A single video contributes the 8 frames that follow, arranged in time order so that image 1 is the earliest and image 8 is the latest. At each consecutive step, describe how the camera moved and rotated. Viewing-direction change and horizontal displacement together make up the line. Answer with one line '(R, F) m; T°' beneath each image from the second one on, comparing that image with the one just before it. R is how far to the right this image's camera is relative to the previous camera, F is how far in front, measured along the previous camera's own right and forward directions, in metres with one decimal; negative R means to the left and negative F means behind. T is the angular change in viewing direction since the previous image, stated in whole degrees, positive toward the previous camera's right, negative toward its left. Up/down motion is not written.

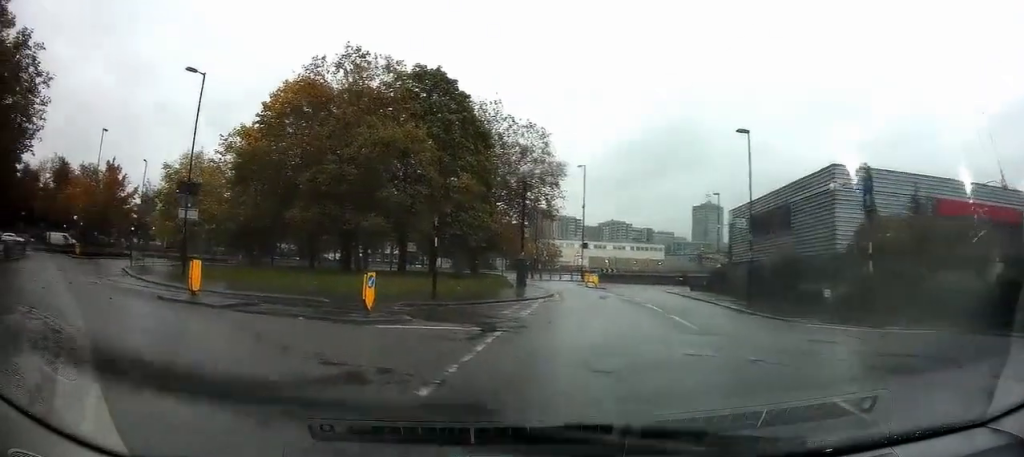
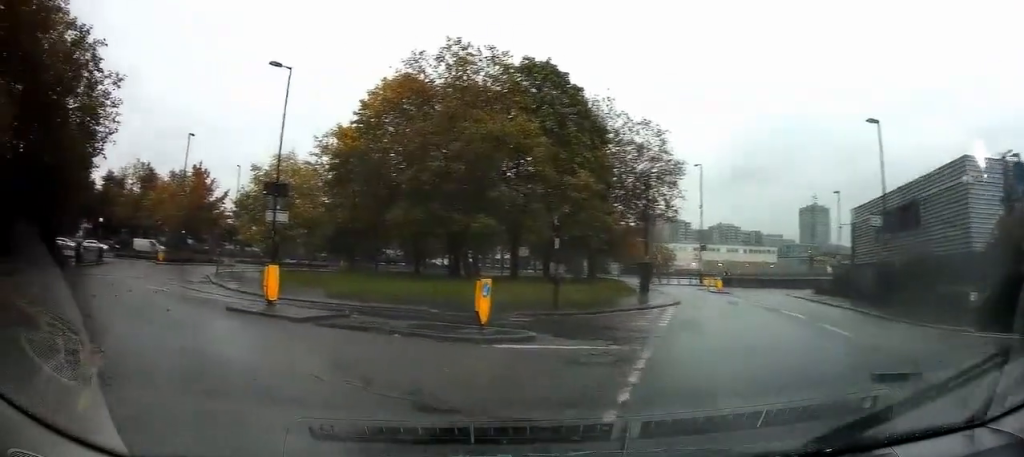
(-0.3, +2.1) m; -8°
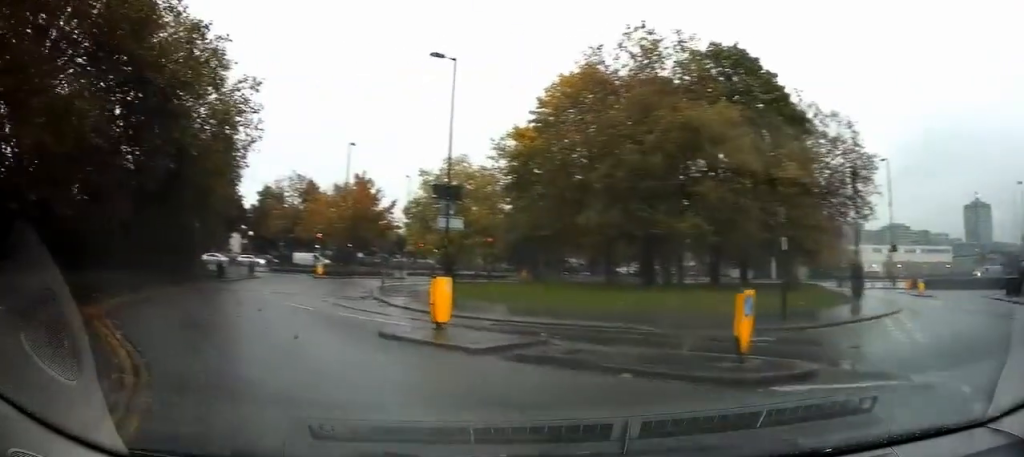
(+0.1, +2.4) m; -7°
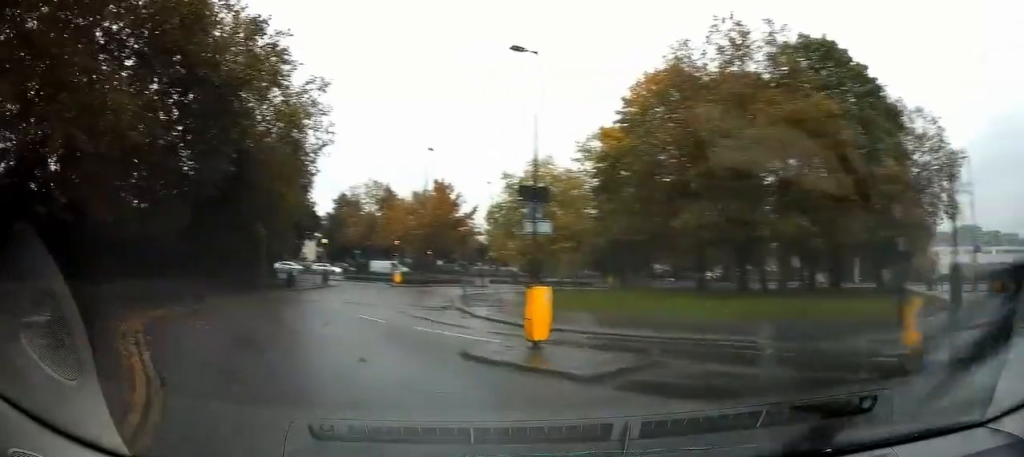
(-0.2, +1.4) m; -5°
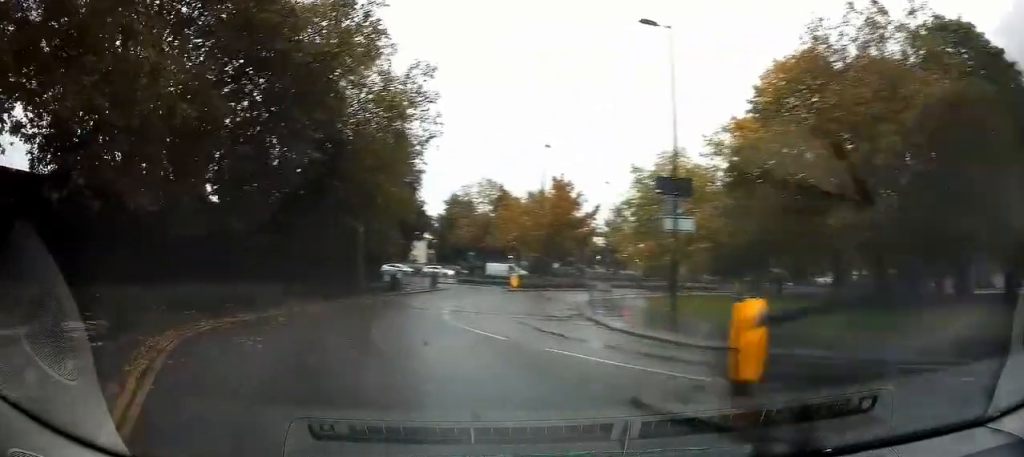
(-0.2, +2.6) m; -5°
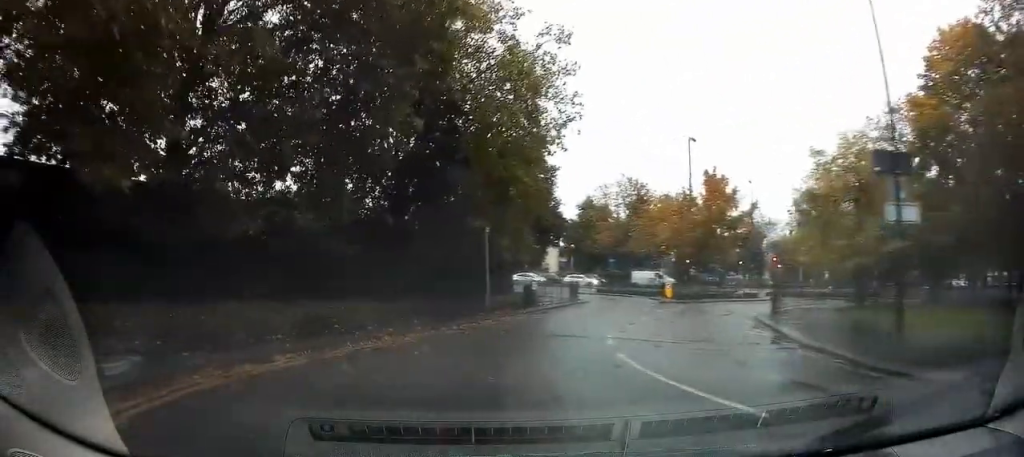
(-0.2, +4.6) m; -8°
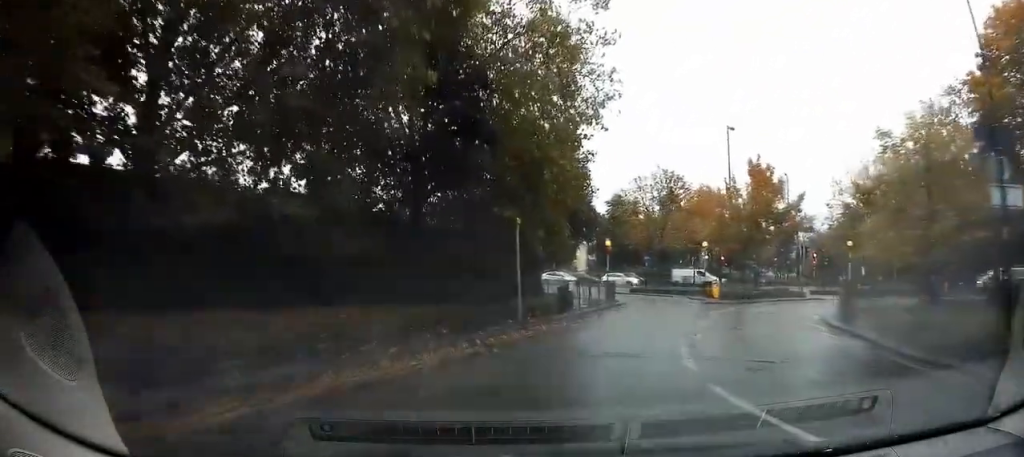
(-0.1, +2.7) m; -6°
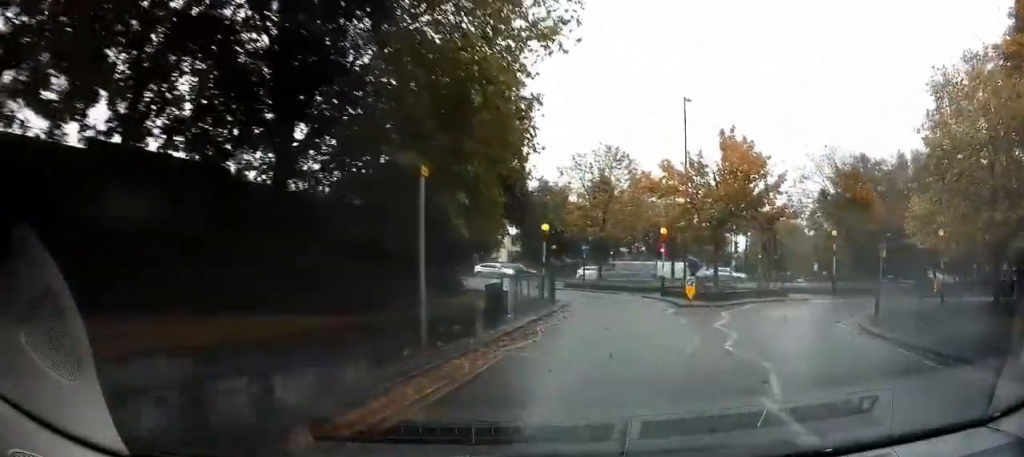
(-0.5, +6.2) m; -1°
